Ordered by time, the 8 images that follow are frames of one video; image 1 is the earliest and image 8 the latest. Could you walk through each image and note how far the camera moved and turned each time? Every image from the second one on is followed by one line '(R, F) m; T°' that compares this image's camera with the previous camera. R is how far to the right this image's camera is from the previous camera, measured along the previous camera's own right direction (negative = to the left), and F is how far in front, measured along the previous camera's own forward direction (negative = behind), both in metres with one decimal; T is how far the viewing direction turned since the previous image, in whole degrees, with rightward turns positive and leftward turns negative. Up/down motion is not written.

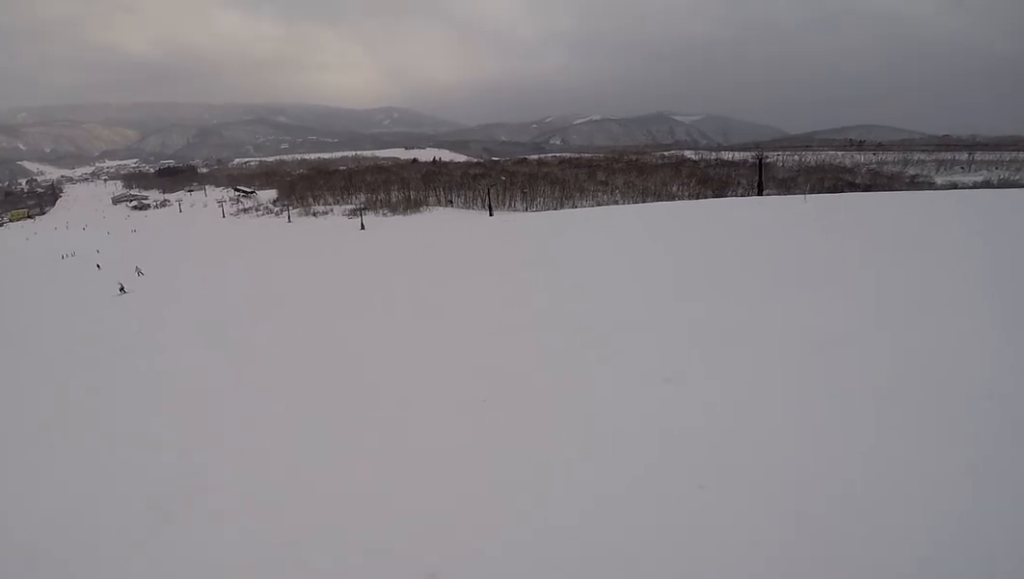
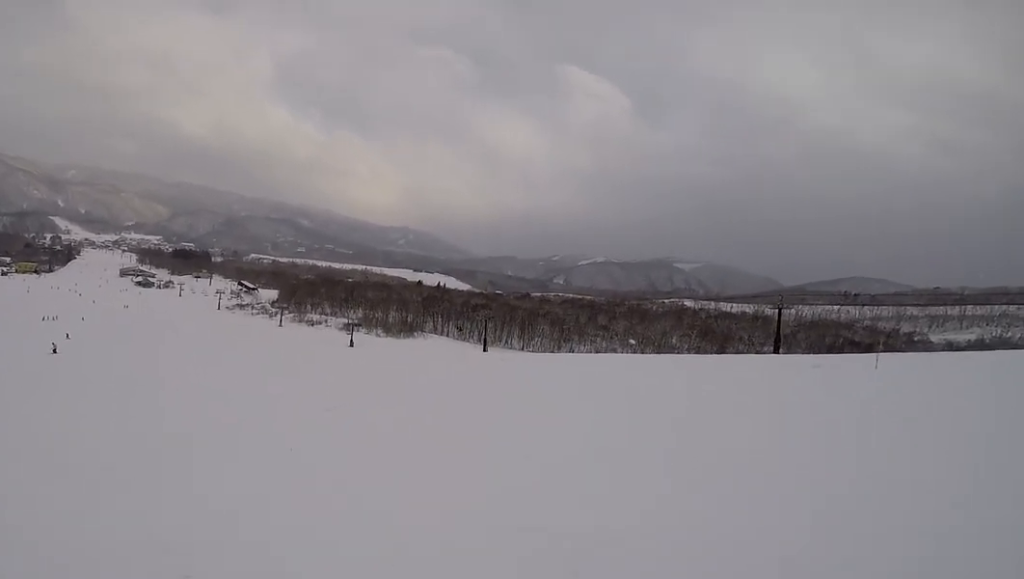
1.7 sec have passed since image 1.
(+1.0, +7.7) m; -2°
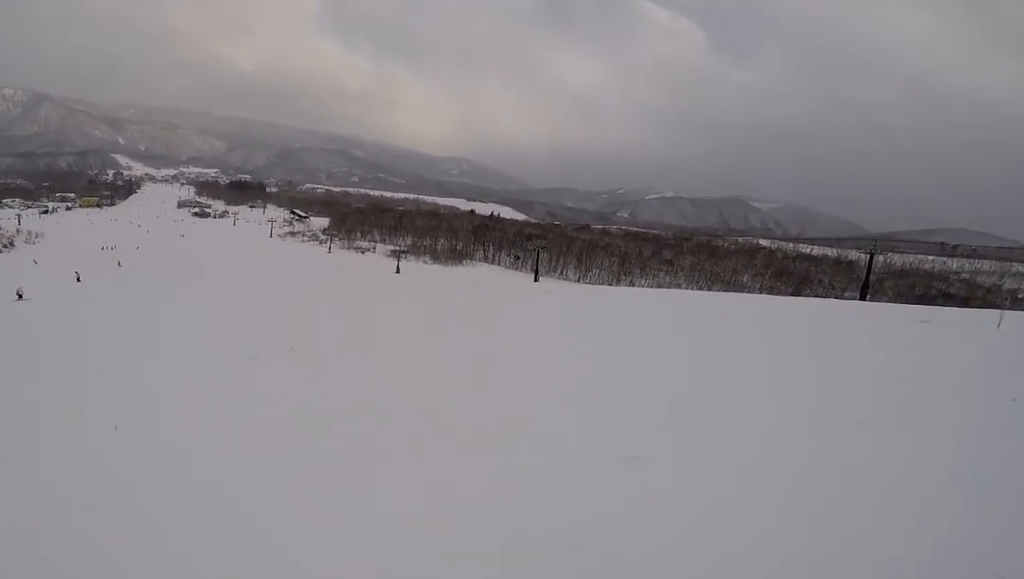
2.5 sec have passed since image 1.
(-0.6, +3.6) m; -18°
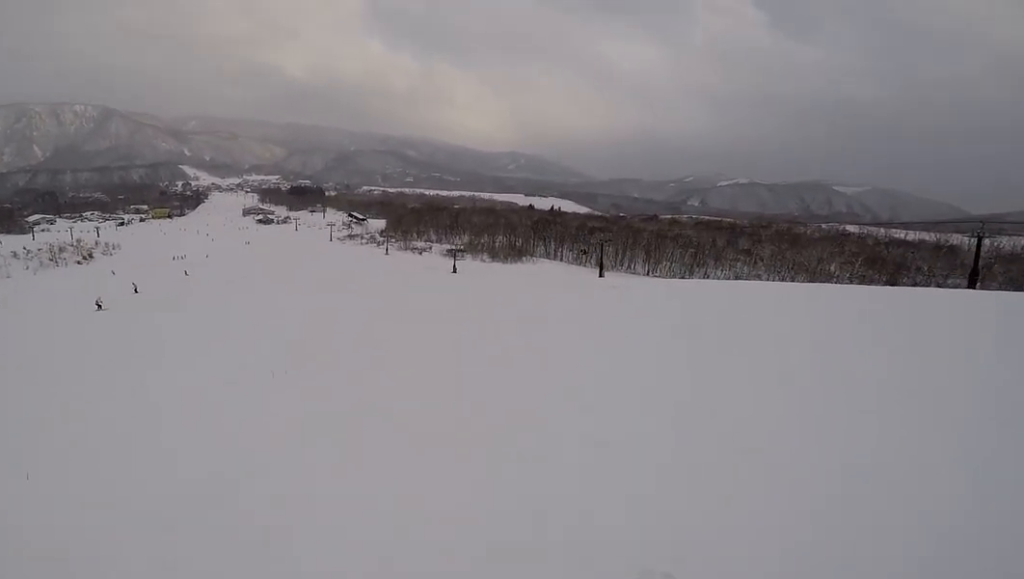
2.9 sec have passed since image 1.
(+0.2, +1.9) m; -18°
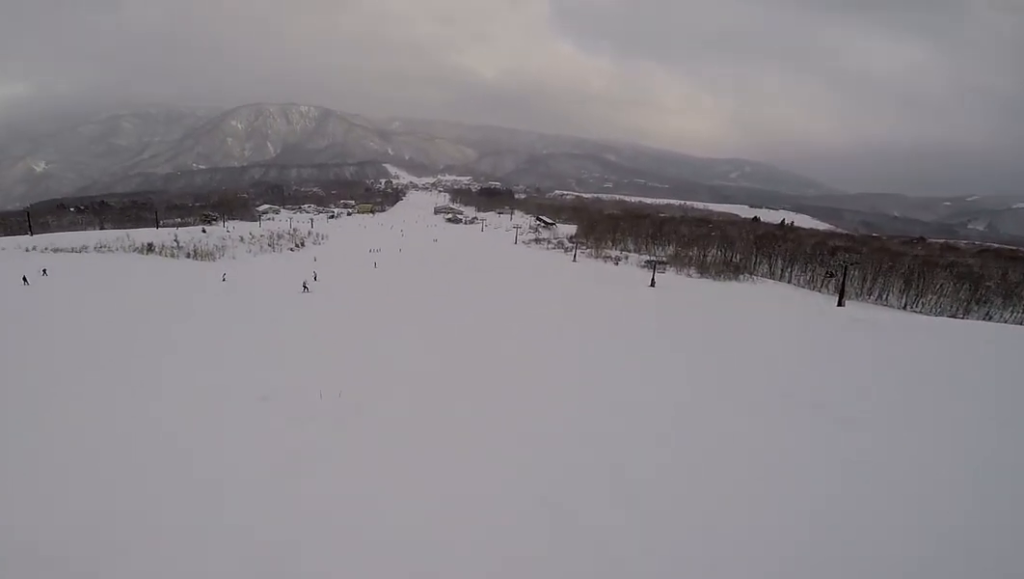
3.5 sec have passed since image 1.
(-0.2, +2.1) m; -28°
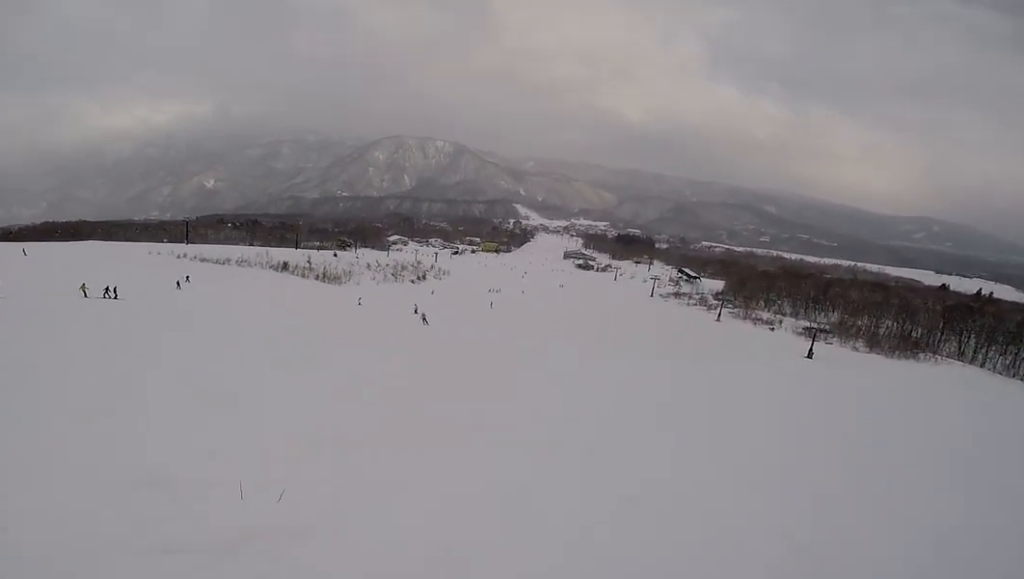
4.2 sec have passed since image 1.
(-1.6, +2.4) m; -30°
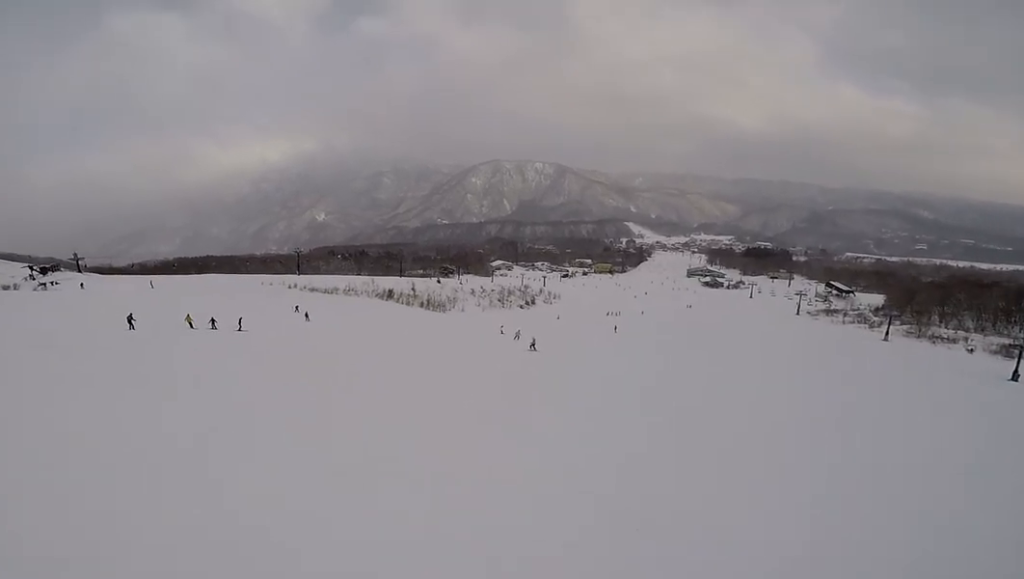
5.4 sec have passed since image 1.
(-0.3, +4.8) m; -6°
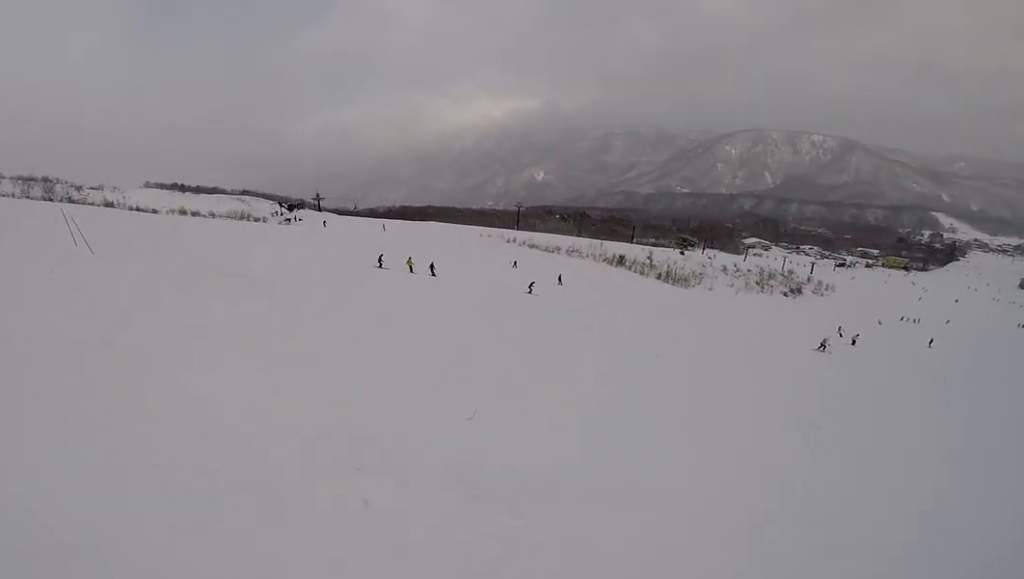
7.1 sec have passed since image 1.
(-2.3, +5.7) m; -18°
